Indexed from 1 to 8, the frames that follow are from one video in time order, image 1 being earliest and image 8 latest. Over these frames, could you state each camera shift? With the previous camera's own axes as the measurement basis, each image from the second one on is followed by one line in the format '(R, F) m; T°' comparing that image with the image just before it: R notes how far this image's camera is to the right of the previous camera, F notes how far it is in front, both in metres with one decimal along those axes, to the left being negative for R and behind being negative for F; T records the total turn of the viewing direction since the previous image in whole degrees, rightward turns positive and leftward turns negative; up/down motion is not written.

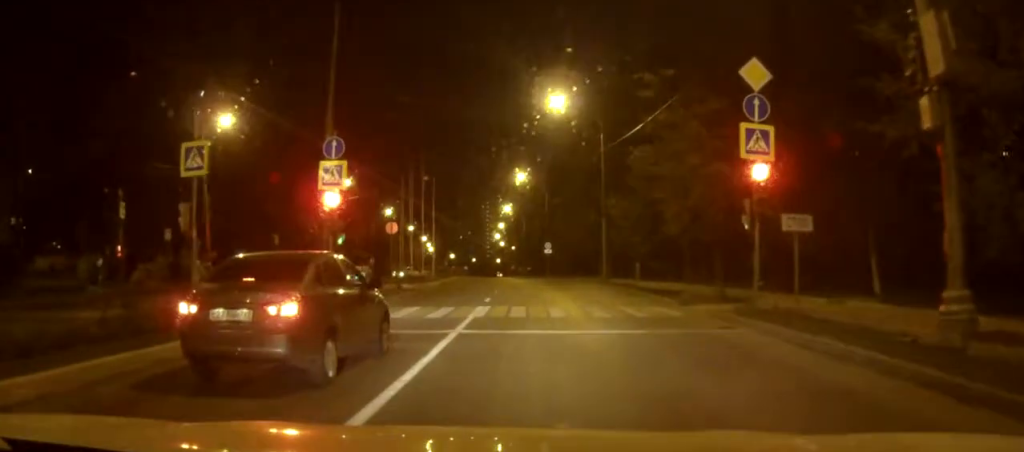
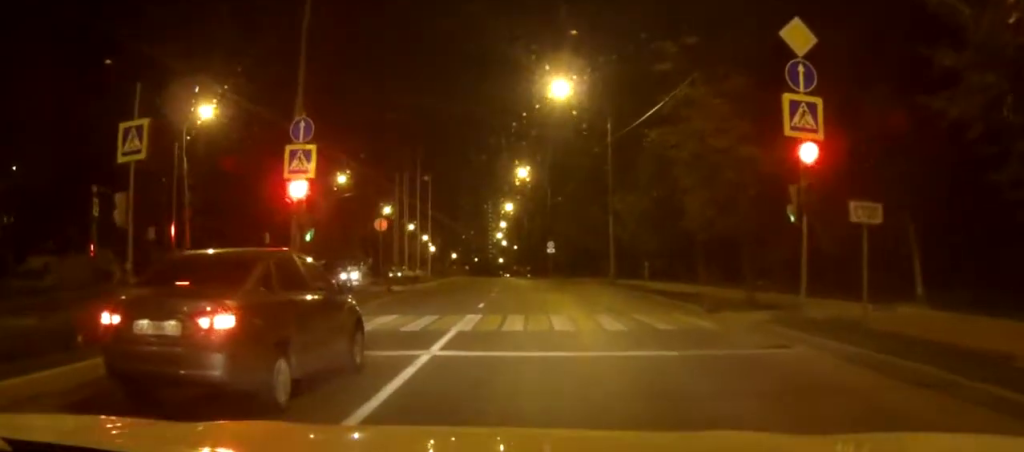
(-0.1, +3.7) m; -1°
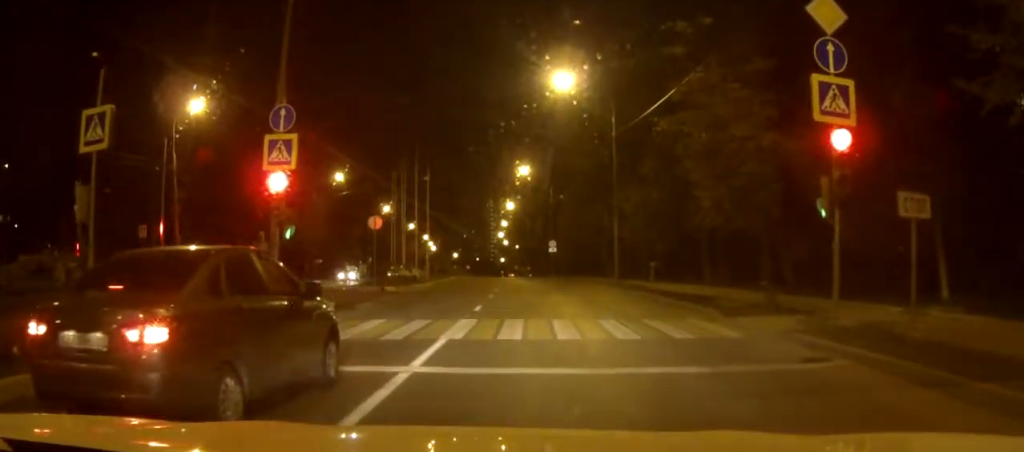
(0.0, +2.1) m; +1°
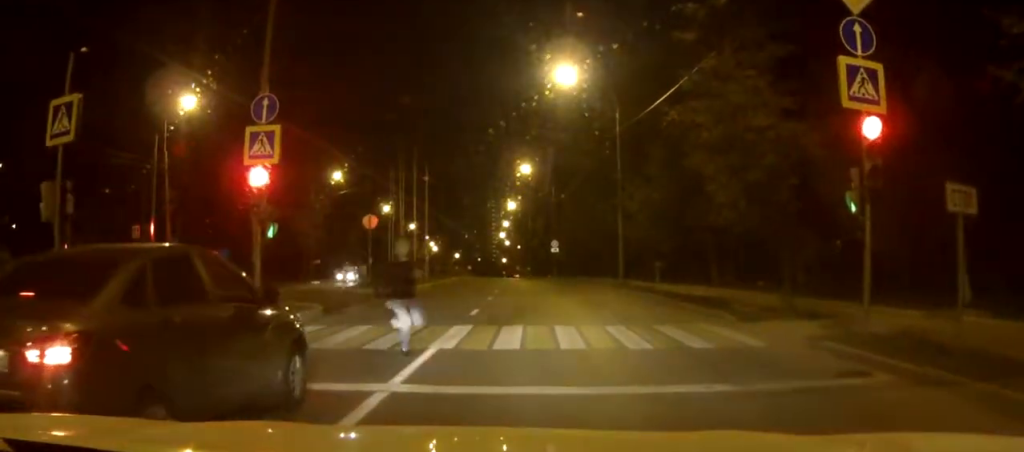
(0.0, +1.6) m; 0°
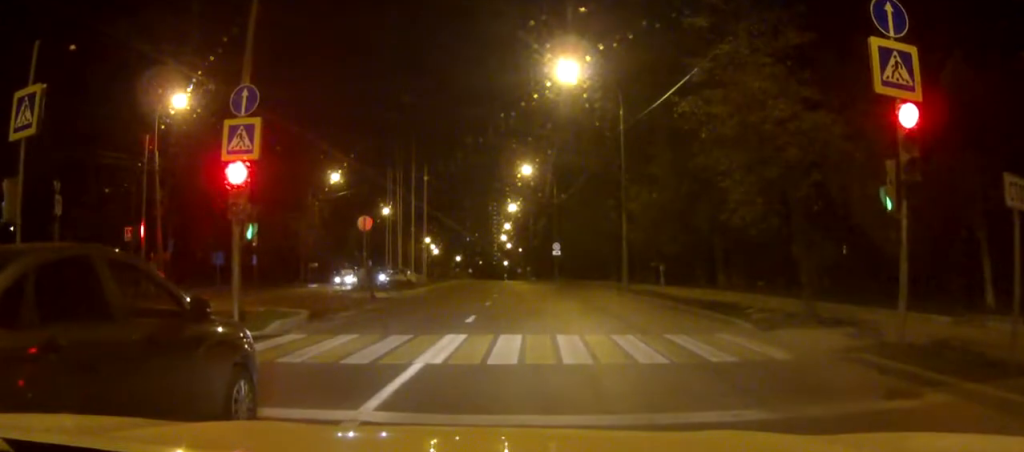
(-0.2, +1.9) m; 0°
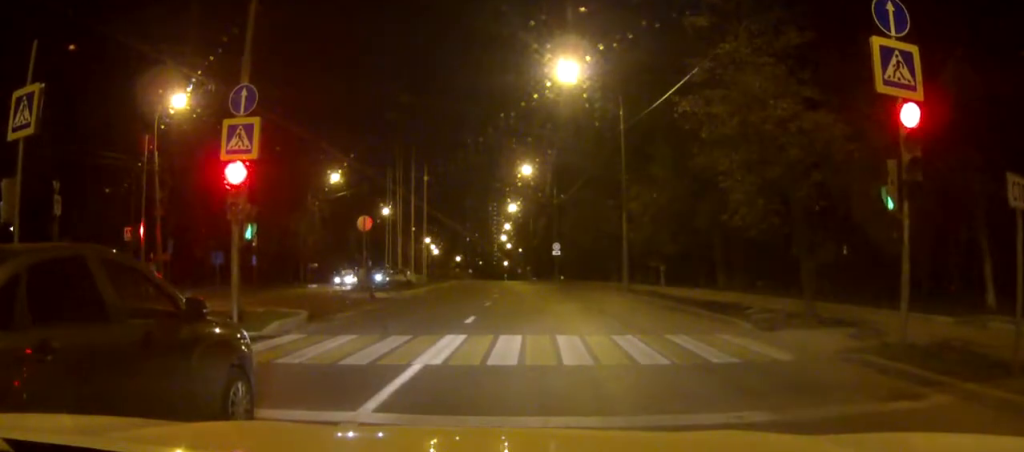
(-0.1, +0.1) m; 0°
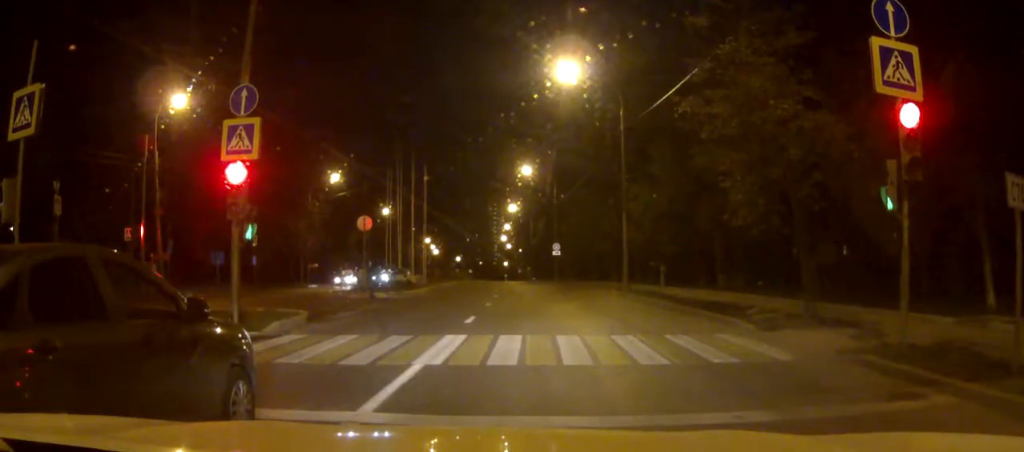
(0.0, 0.0) m; 0°
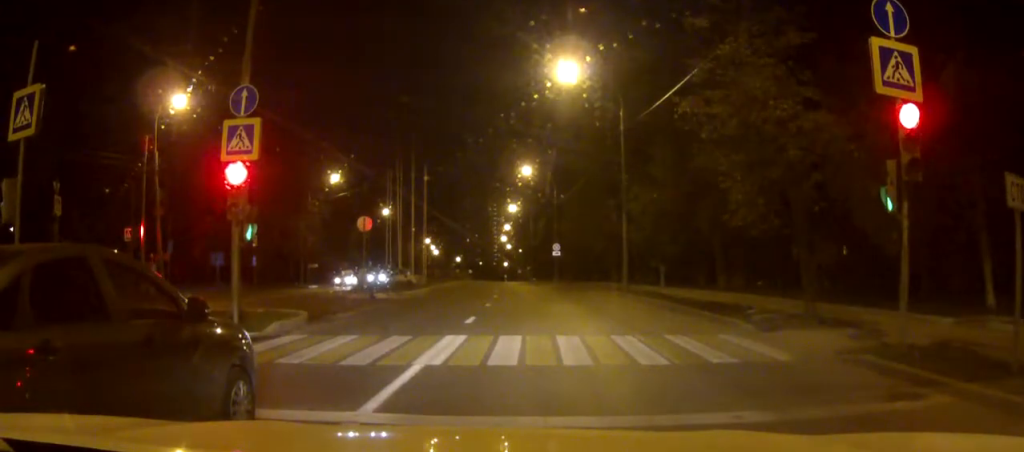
(0.0, 0.0) m; 0°
